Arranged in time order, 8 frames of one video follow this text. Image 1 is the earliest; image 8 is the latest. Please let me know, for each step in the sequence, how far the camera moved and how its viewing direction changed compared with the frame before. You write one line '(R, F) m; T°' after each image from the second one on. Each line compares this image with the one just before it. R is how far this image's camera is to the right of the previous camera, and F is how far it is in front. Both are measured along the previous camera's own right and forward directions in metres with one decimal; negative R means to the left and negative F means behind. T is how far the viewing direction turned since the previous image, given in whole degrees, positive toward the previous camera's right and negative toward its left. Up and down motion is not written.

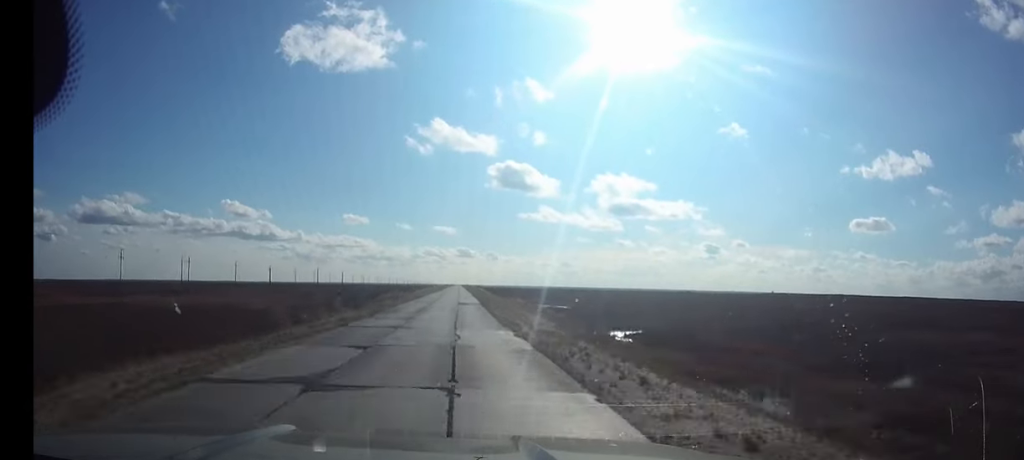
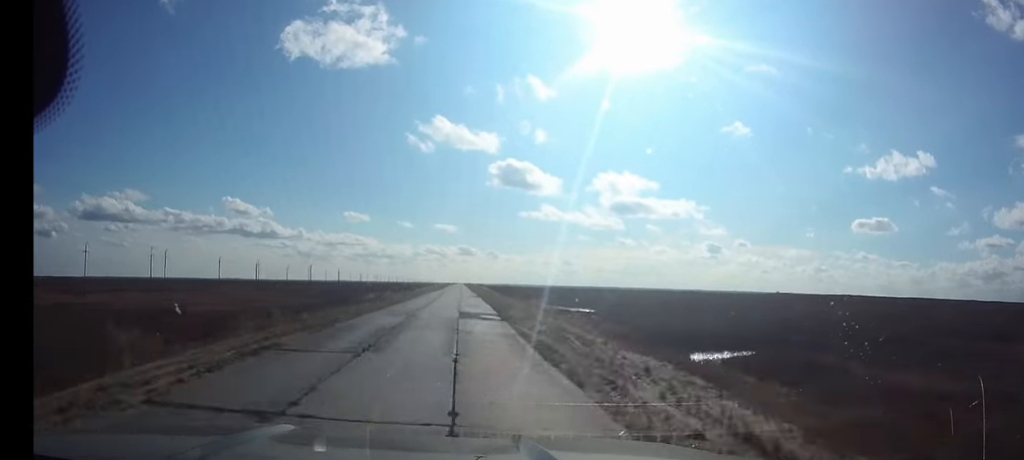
(-0.1, +20.1) m; 0°
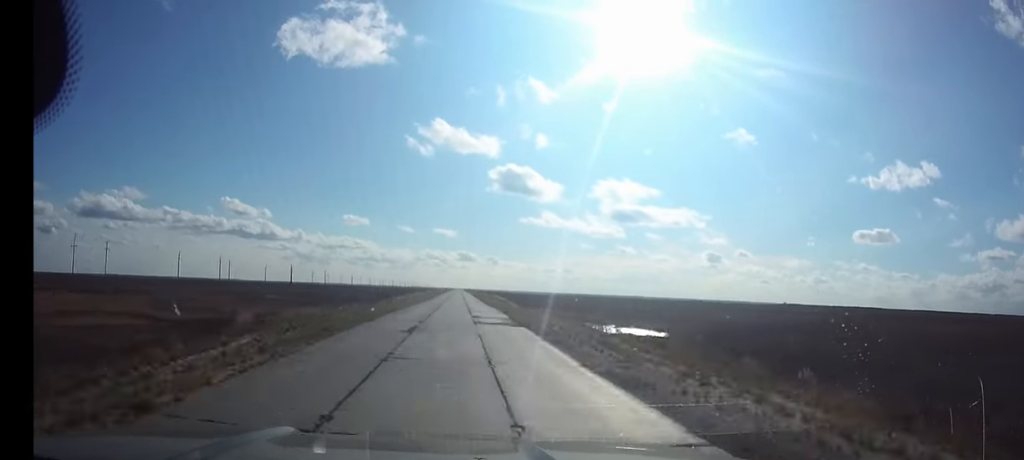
(0.0, +37.7) m; 0°
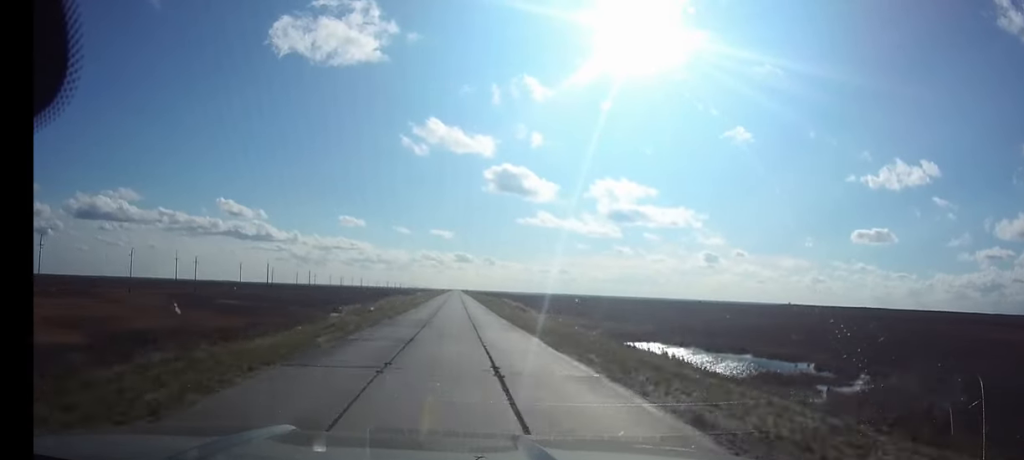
(+0.1, +33.1) m; 0°
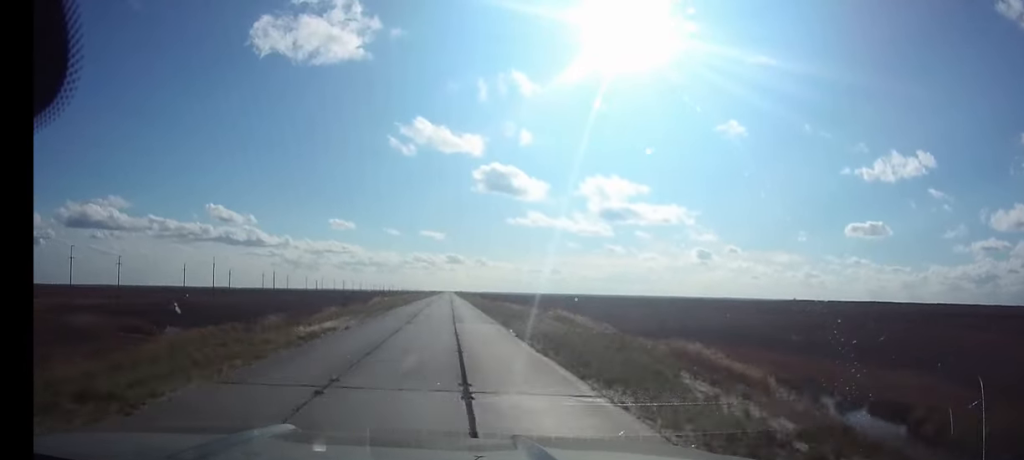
(+0.2, +53.3) m; 0°
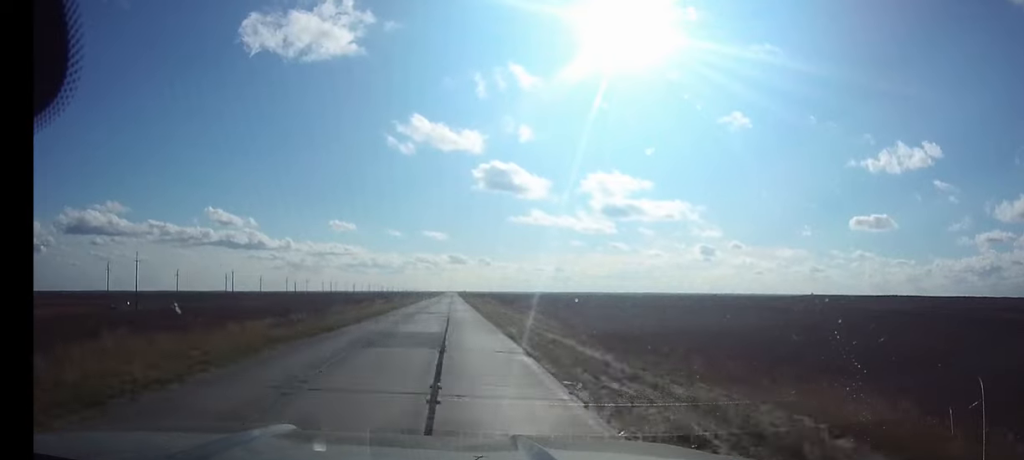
(-0.1, +55.5) m; 0°
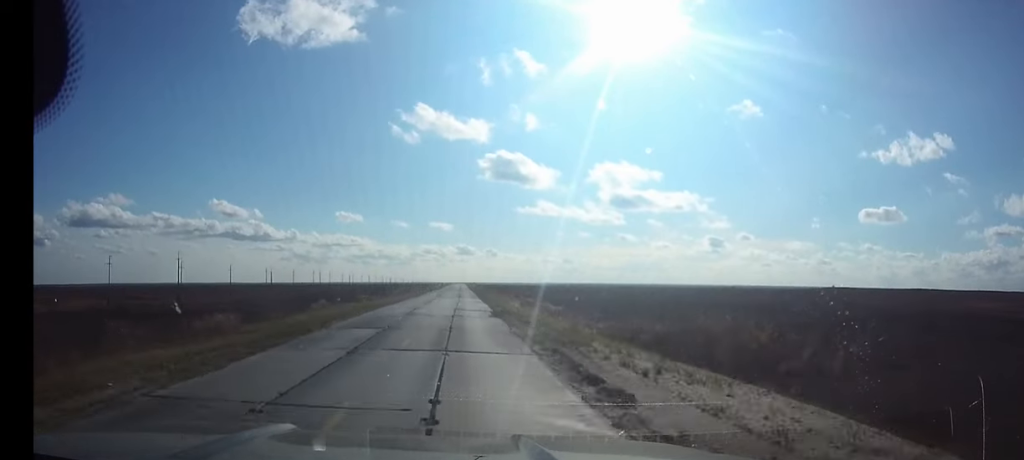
(-0.1, +48.0) m; 0°
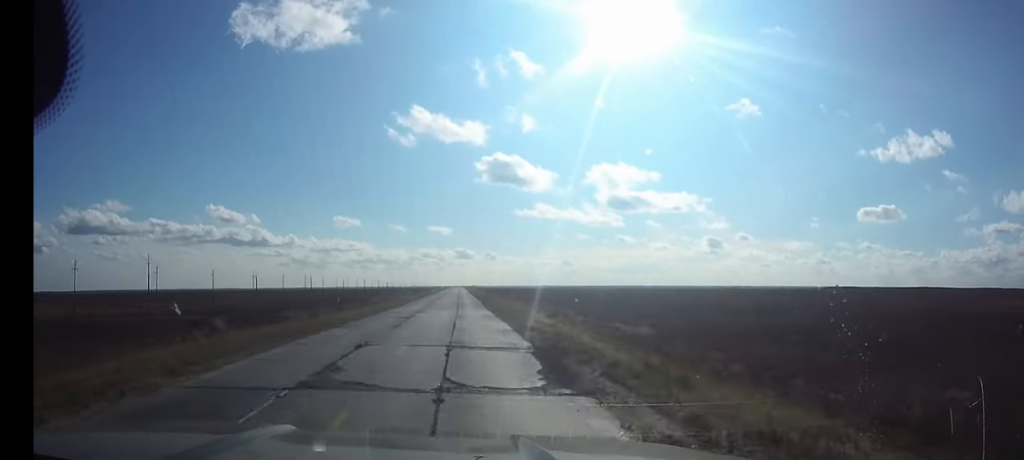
(0.0, +17.8) m; 0°
